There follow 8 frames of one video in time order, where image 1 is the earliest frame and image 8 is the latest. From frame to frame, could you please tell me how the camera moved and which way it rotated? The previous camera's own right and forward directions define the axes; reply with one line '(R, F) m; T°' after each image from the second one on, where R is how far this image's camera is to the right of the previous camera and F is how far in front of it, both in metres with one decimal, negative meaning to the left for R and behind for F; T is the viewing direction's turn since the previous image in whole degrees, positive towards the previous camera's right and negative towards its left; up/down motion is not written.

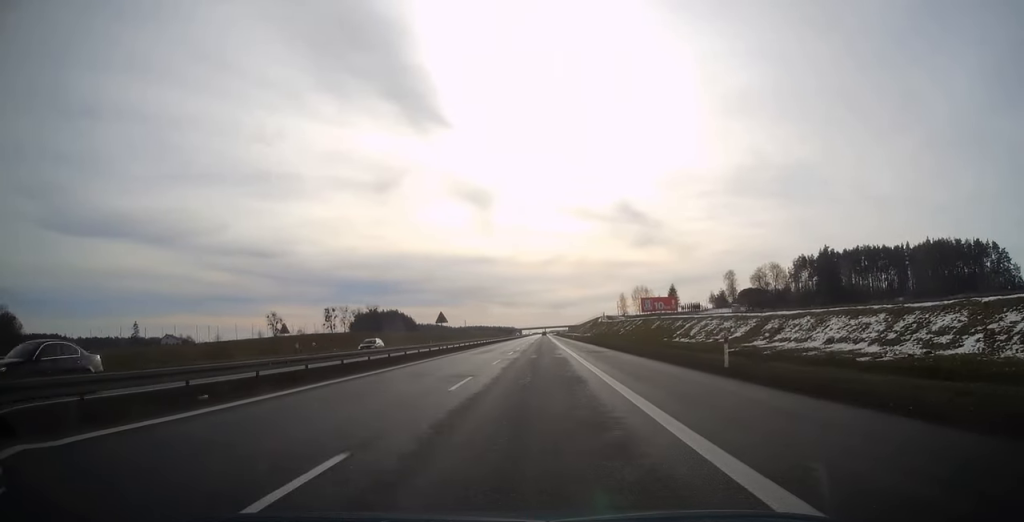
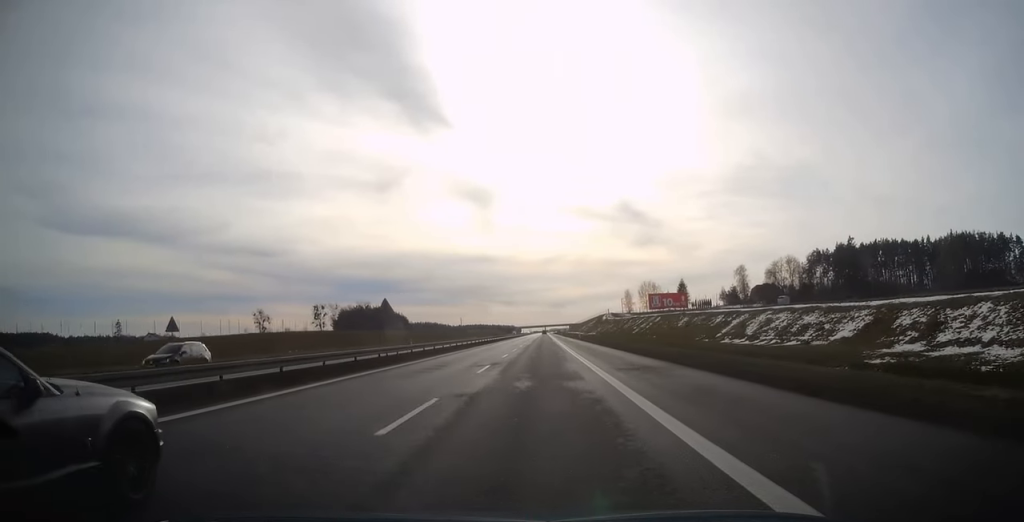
(0.0, +18.3) m; 0°
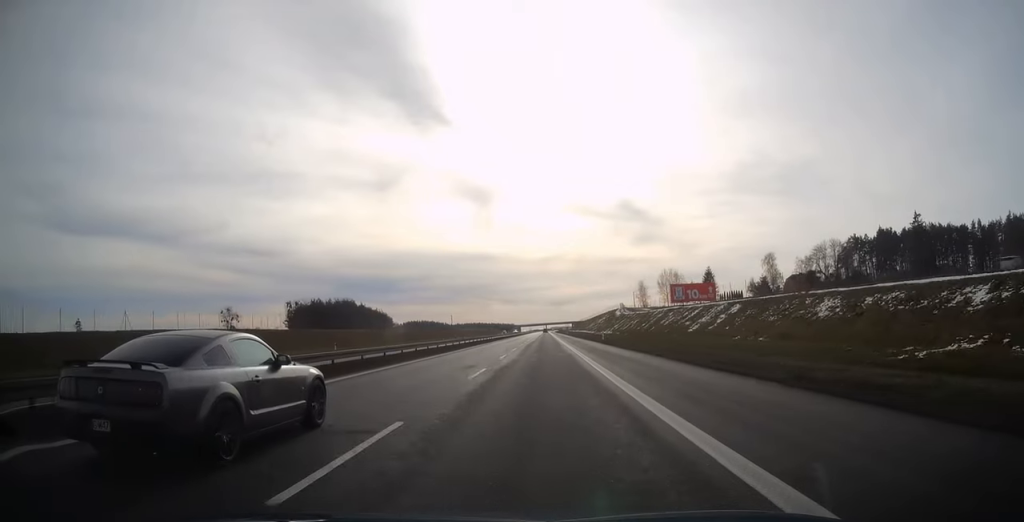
(0.0, +39.2) m; 0°
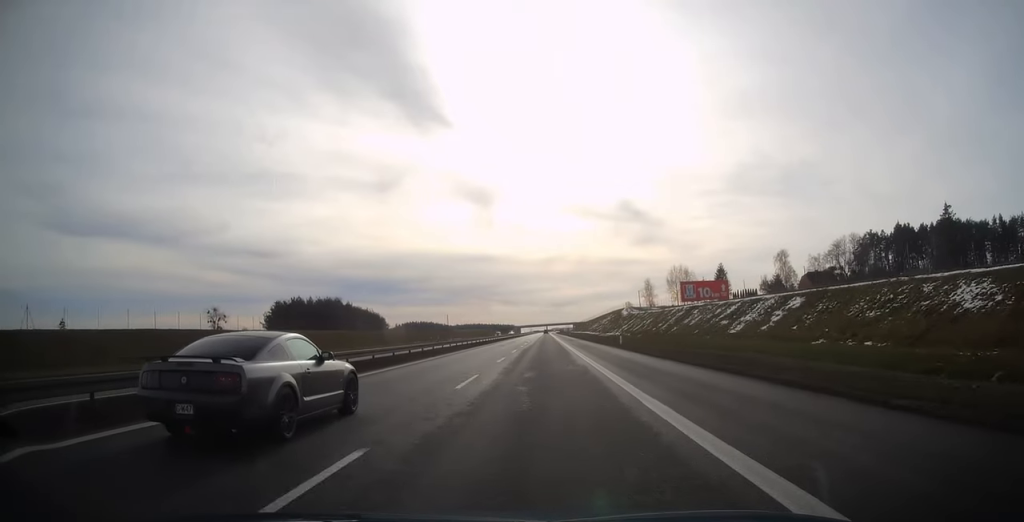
(0.0, +14.2) m; 0°
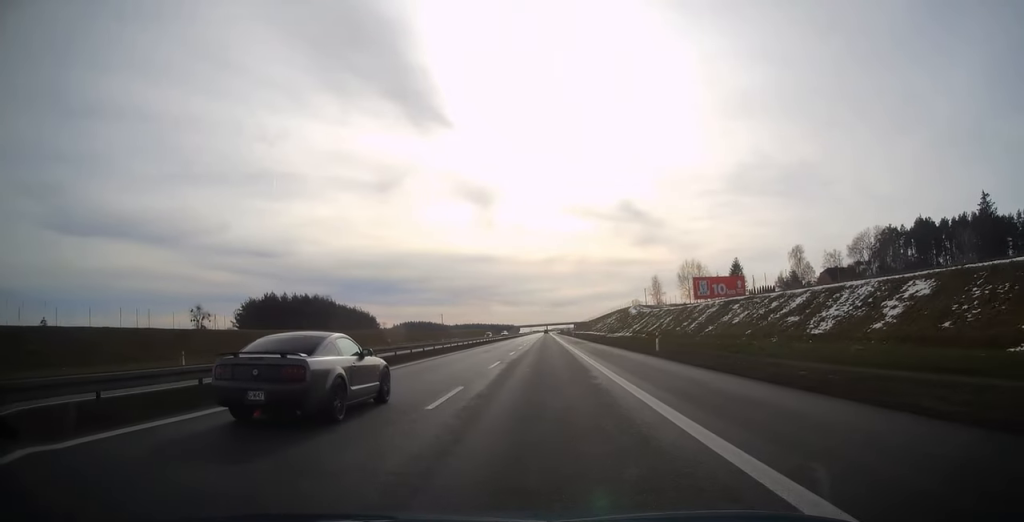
(0.0, +15.8) m; 0°
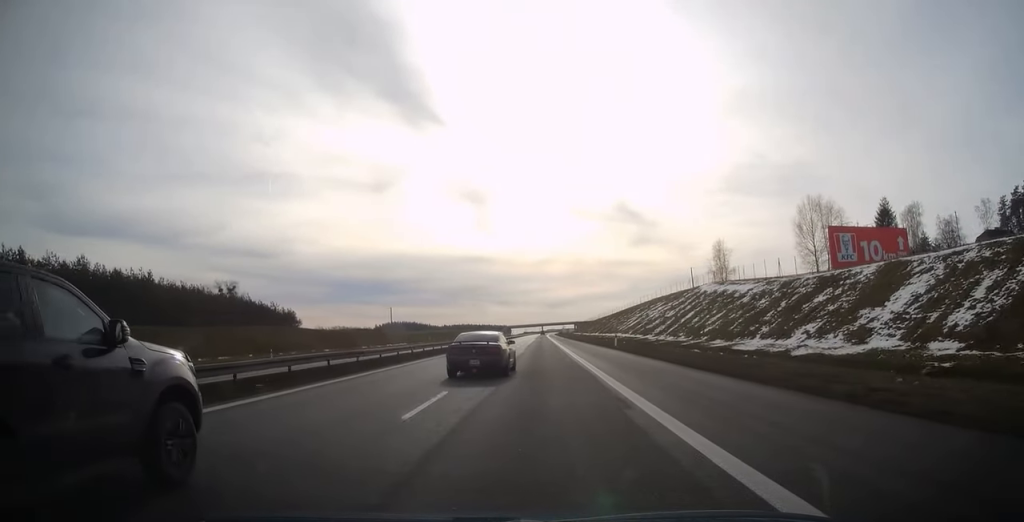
(+0.3, +85.7) m; 0°
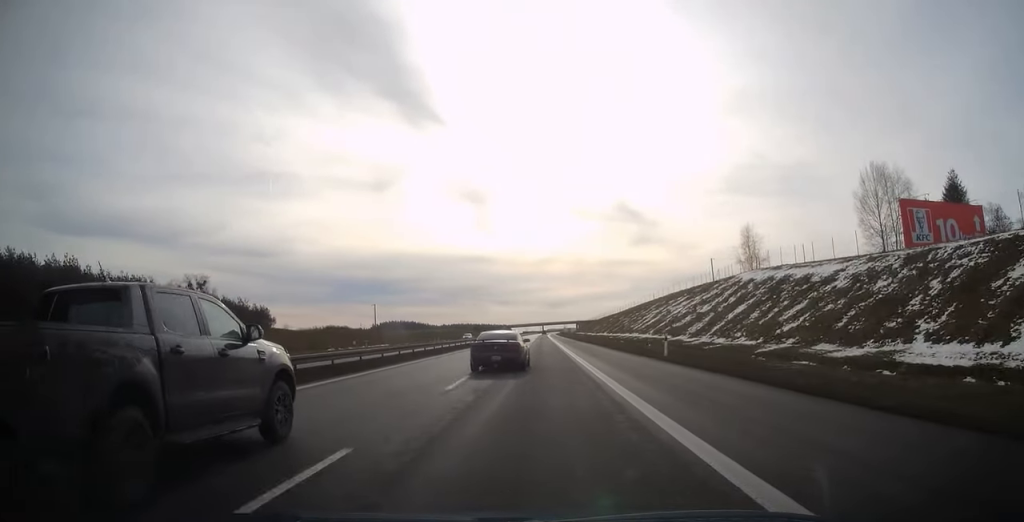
(0.0, +19.4) m; 0°
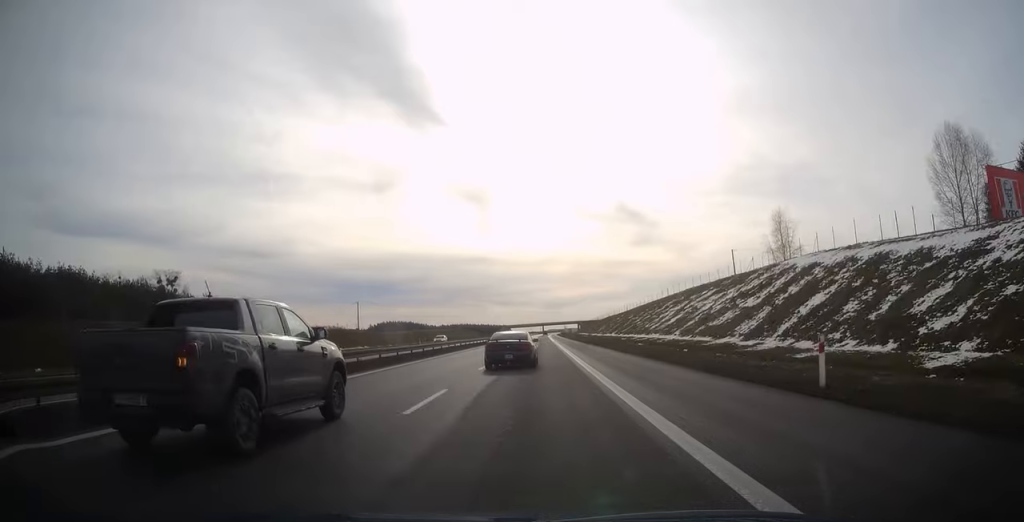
(-0.1, +16.3) m; 0°
